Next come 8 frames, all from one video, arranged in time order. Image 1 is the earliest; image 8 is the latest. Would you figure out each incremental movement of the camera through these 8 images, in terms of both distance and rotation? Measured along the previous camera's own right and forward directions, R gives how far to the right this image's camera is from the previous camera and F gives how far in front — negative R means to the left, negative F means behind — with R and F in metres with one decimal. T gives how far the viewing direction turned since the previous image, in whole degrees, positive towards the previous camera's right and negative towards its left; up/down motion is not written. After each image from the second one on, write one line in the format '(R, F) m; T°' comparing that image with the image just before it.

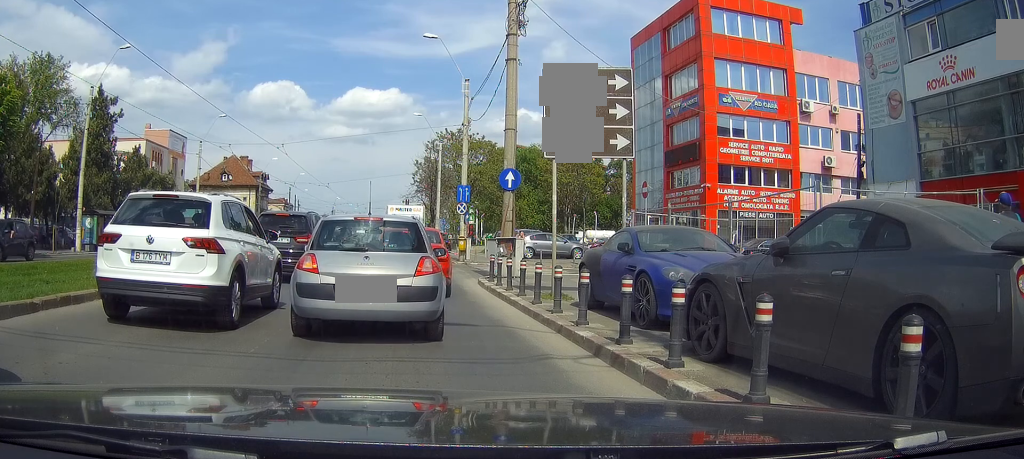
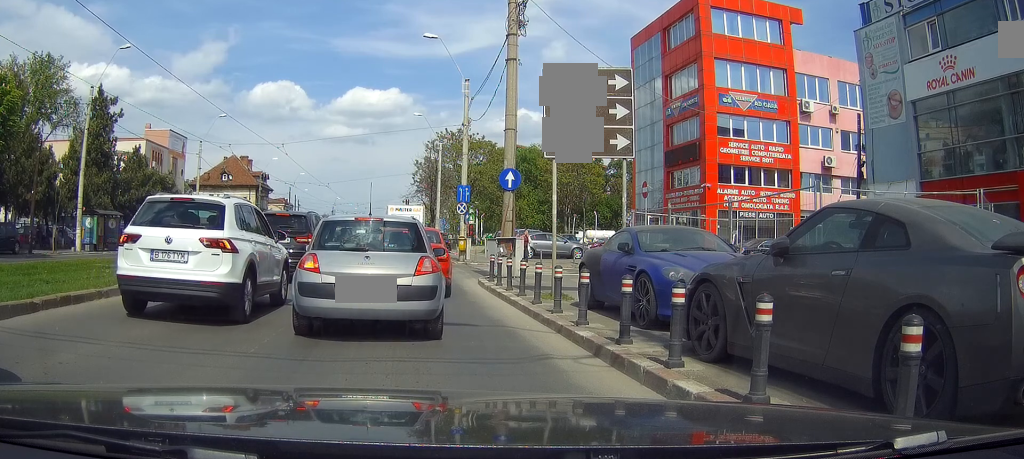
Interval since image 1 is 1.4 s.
(+0.1, +0.4) m; 0°
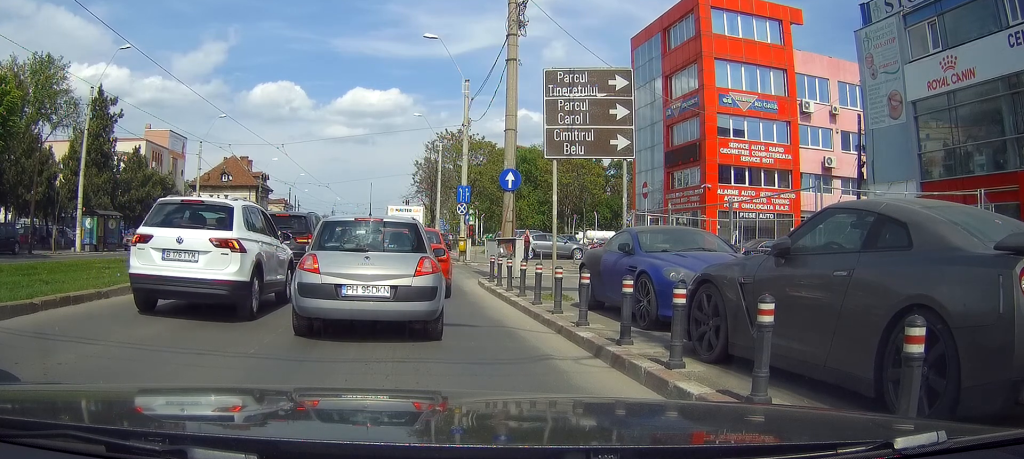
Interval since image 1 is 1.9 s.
(0.0, +0.2) m; 0°
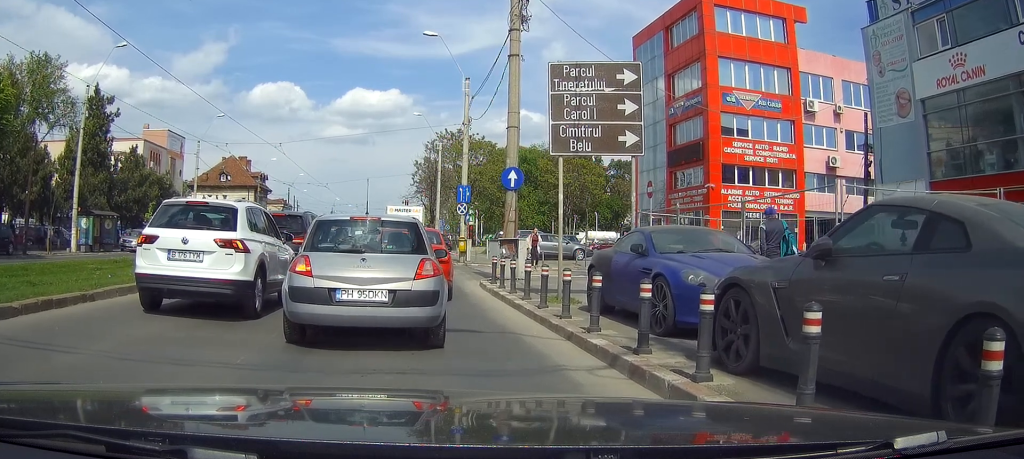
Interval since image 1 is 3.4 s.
(0.0, +0.9) m; 0°
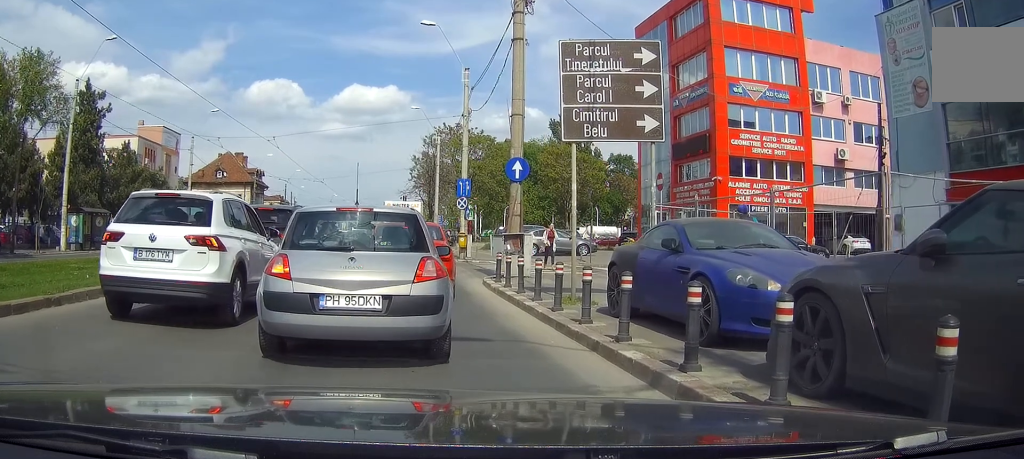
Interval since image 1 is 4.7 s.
(0.0, +1.1) m; 0°
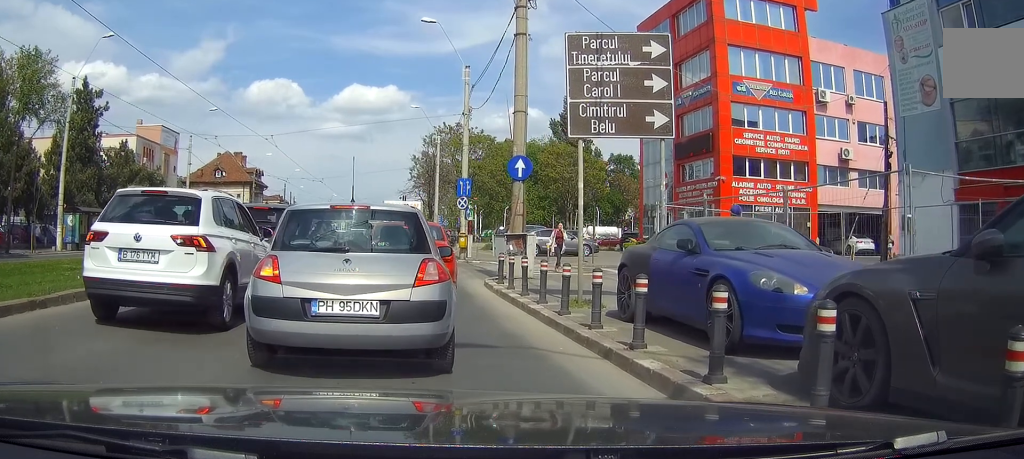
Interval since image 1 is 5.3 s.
(0.0, +0.4) m; 0°
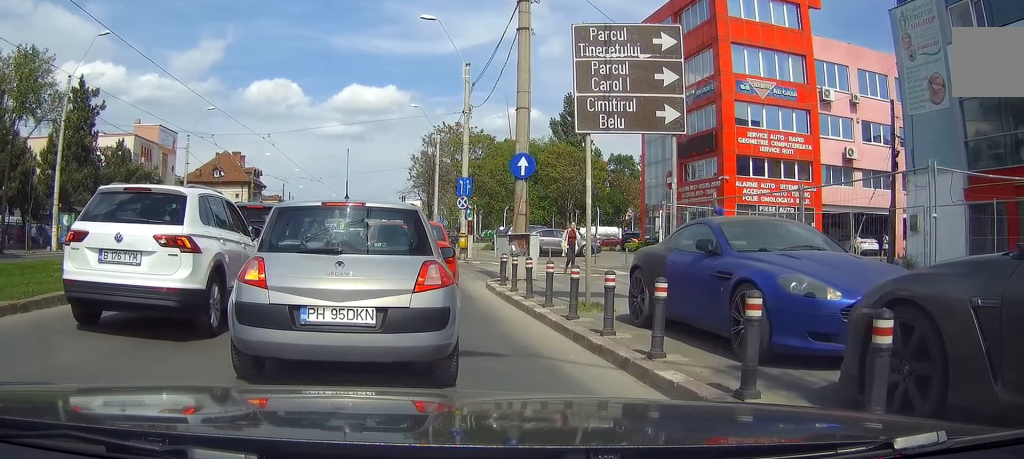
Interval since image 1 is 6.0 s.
(-0.1, +0.5) m; 0°
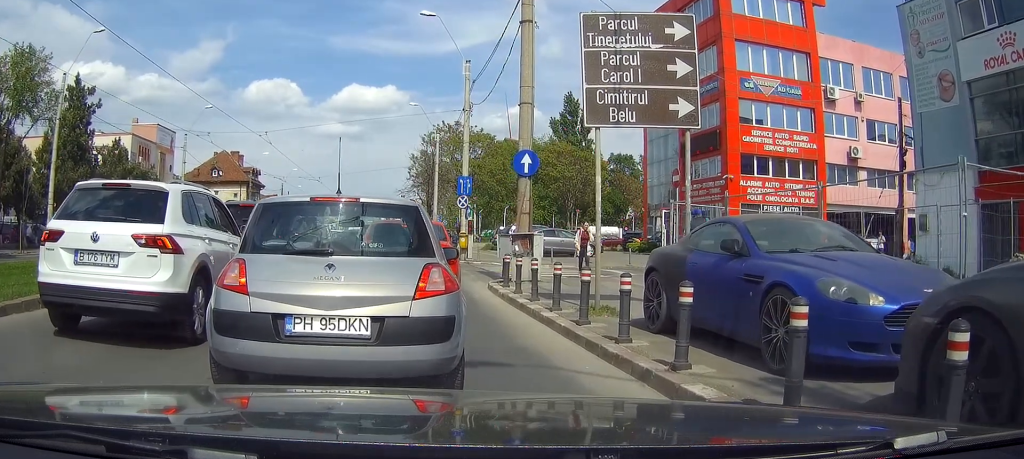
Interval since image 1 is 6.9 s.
(-0.1, +0.5) m; 0°
